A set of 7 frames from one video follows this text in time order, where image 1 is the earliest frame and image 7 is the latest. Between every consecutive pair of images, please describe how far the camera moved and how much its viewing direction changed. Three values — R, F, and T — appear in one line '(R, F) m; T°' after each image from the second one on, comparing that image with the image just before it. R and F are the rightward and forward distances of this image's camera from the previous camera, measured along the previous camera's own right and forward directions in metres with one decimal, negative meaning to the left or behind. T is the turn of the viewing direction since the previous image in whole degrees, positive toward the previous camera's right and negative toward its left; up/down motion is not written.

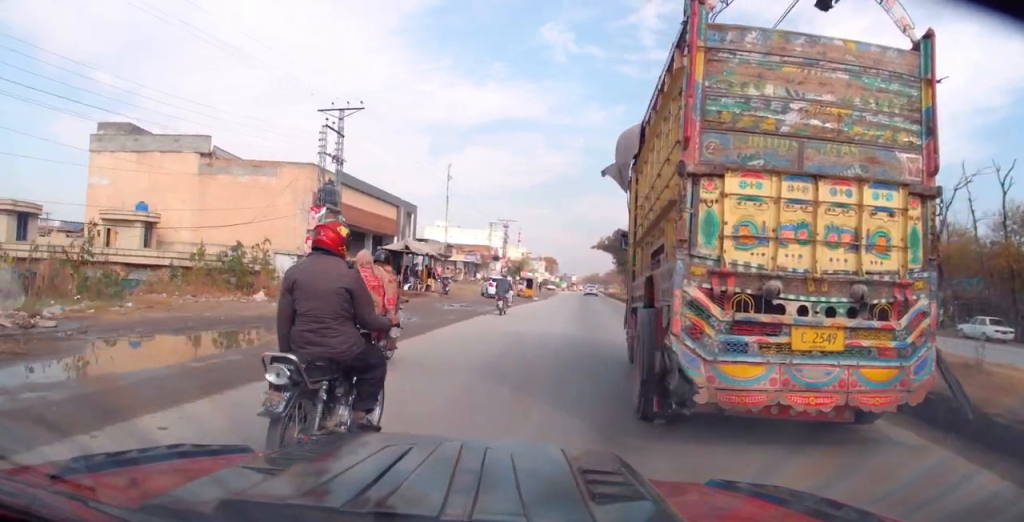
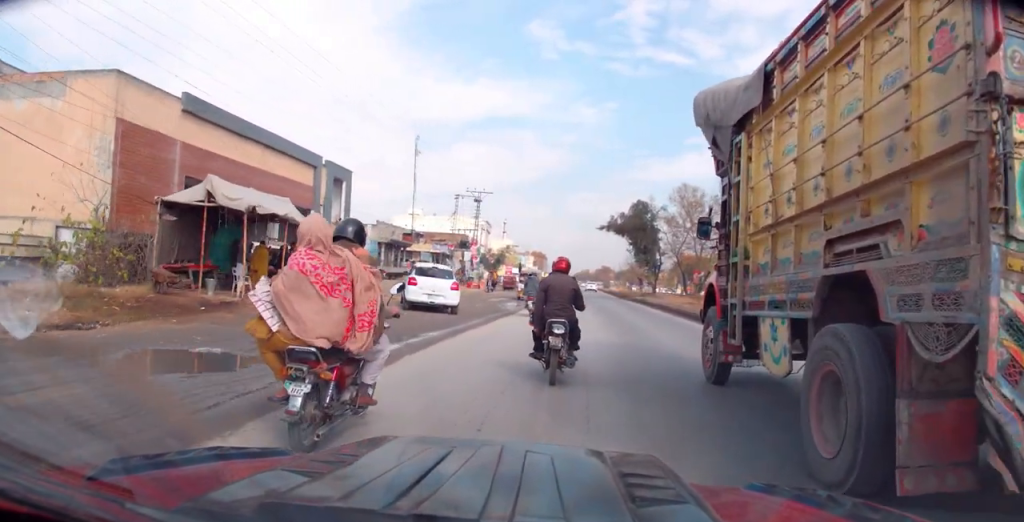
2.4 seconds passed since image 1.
(-0.2, +21.9) m; -1°
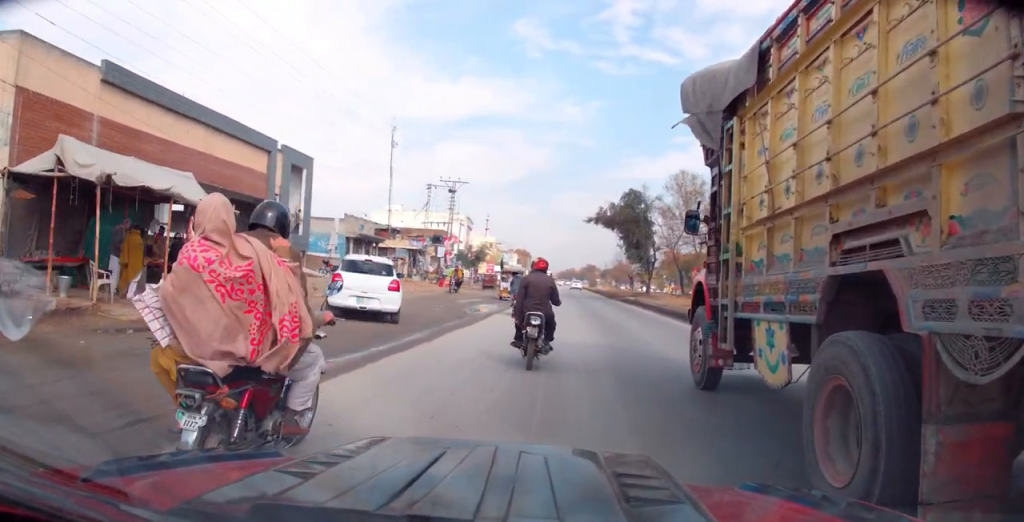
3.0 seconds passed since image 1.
(-0.3, +5.5) m; +2°
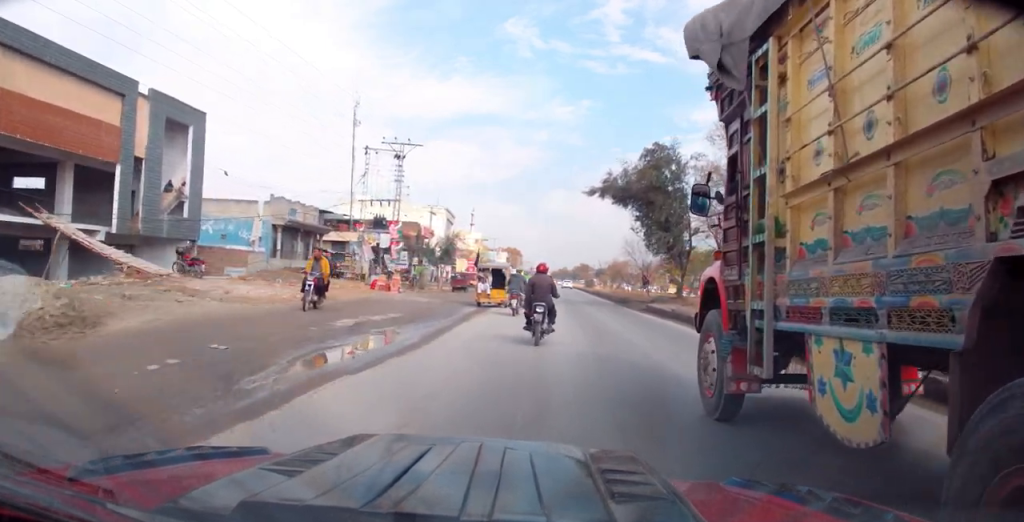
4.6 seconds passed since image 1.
(+0.9, +14.6) m; +3°
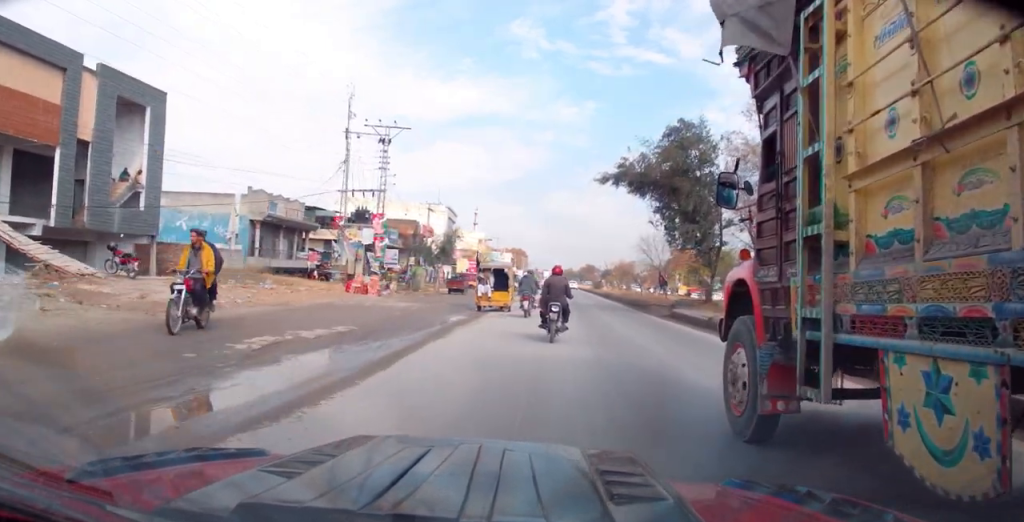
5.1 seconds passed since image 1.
(-0.1, +4.7) m; -2°
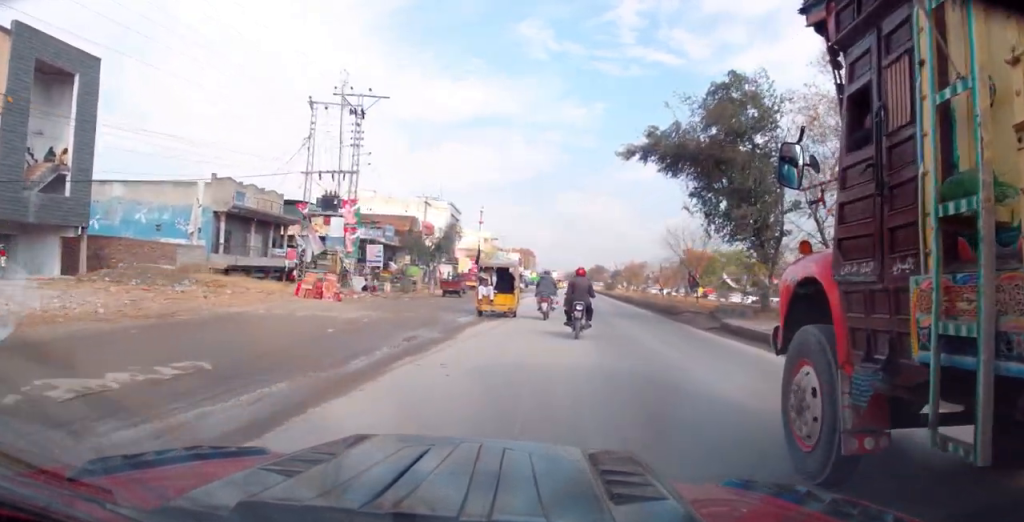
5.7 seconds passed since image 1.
(-0.1, +5.7) m; 0°
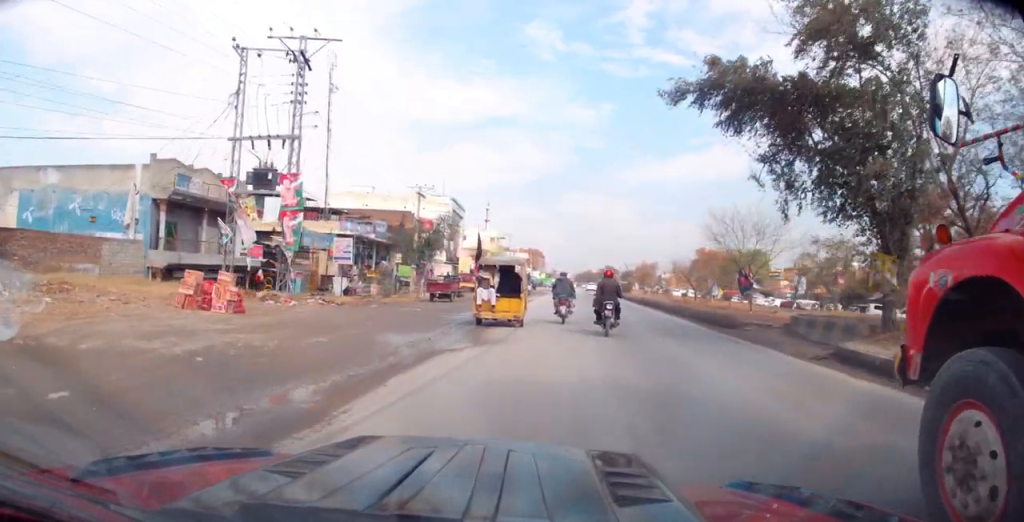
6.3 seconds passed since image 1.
(-0.1, +6.7) m; +1°
